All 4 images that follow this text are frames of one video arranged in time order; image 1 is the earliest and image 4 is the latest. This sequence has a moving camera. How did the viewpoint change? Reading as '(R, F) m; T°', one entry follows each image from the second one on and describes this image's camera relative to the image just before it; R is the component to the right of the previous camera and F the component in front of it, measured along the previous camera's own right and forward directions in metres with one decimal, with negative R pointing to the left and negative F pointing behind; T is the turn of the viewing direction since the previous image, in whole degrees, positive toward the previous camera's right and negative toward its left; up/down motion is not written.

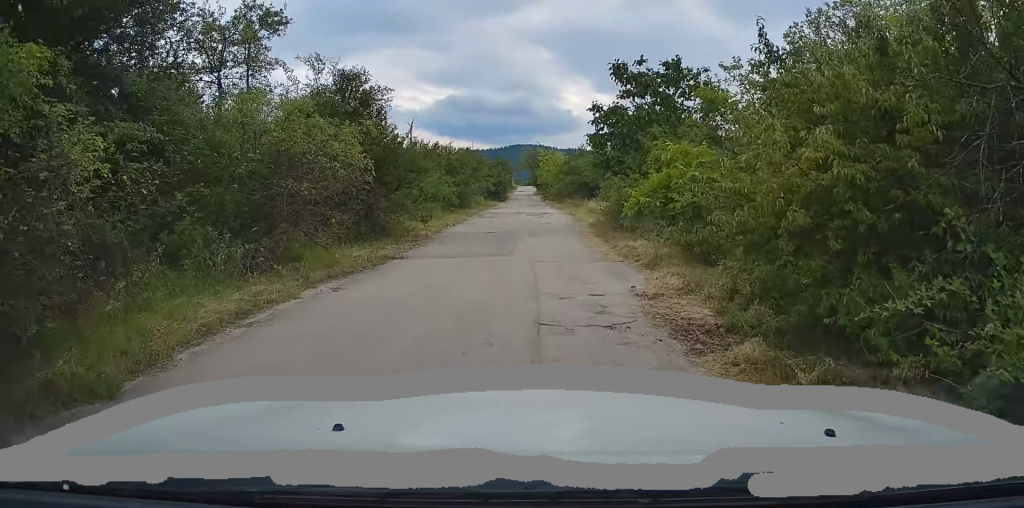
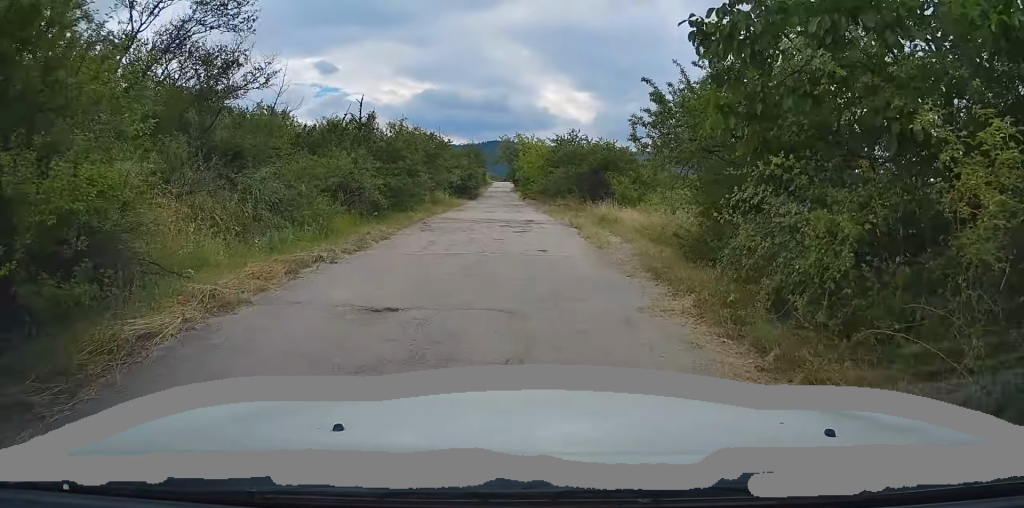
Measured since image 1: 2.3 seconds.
(-0.5, +13.0) m; -2°
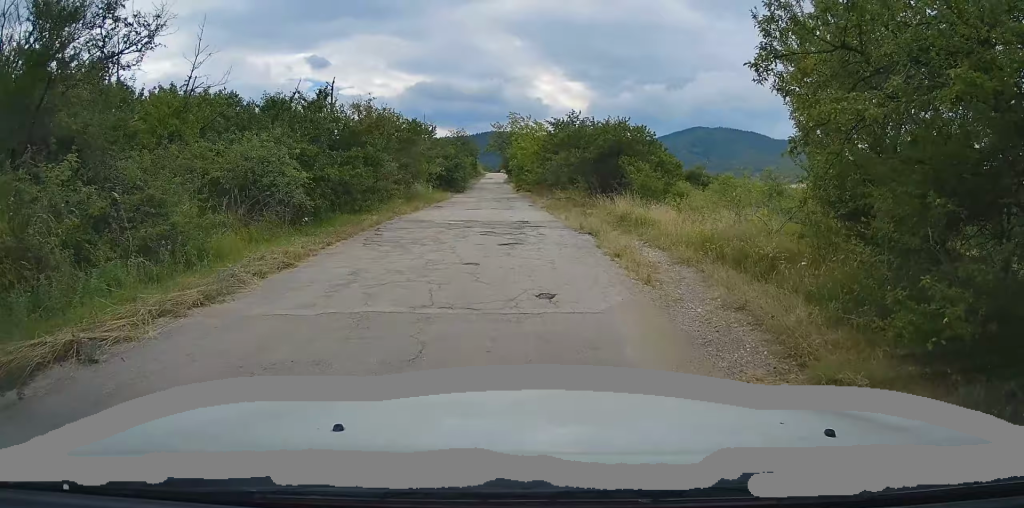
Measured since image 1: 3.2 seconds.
(+0.1, +5.8) m; +1°
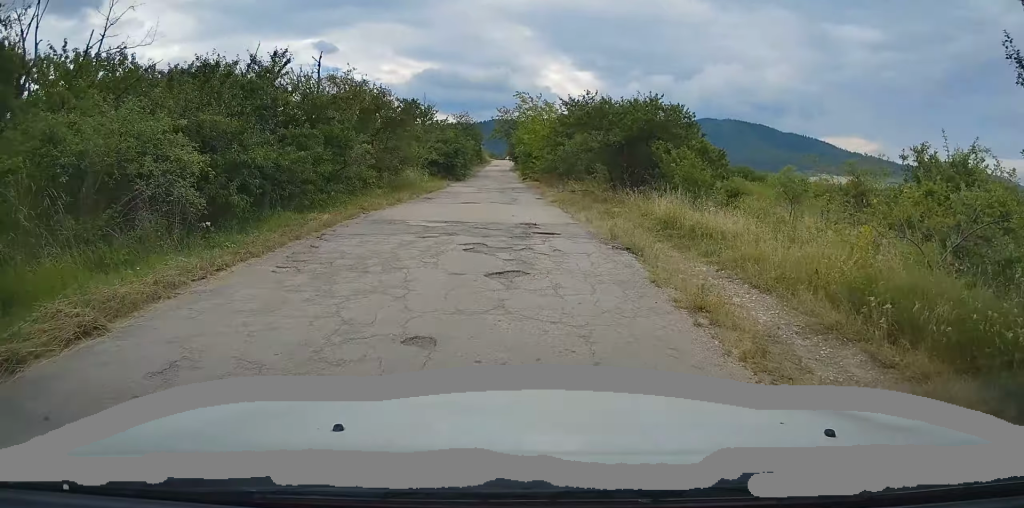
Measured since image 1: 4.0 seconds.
(+0.1, +4.8) m; -1°
